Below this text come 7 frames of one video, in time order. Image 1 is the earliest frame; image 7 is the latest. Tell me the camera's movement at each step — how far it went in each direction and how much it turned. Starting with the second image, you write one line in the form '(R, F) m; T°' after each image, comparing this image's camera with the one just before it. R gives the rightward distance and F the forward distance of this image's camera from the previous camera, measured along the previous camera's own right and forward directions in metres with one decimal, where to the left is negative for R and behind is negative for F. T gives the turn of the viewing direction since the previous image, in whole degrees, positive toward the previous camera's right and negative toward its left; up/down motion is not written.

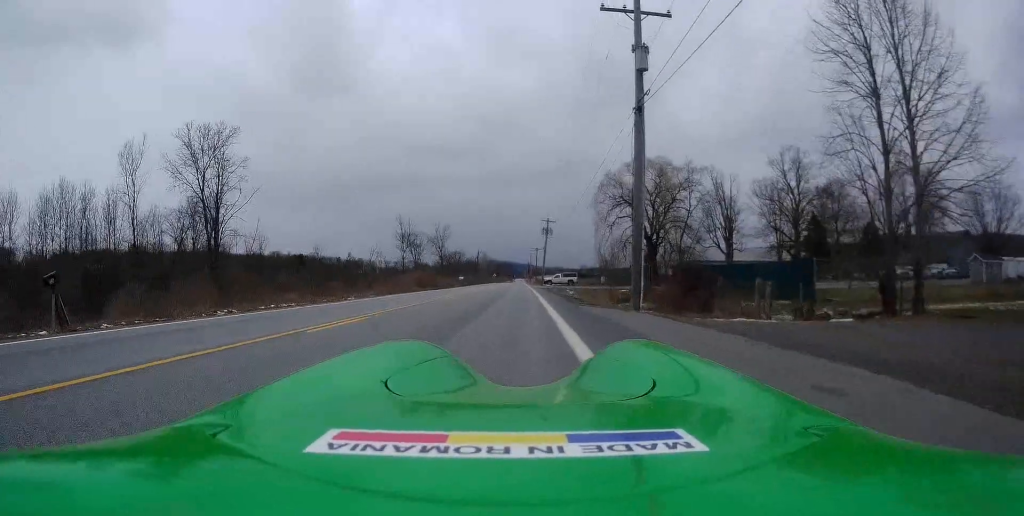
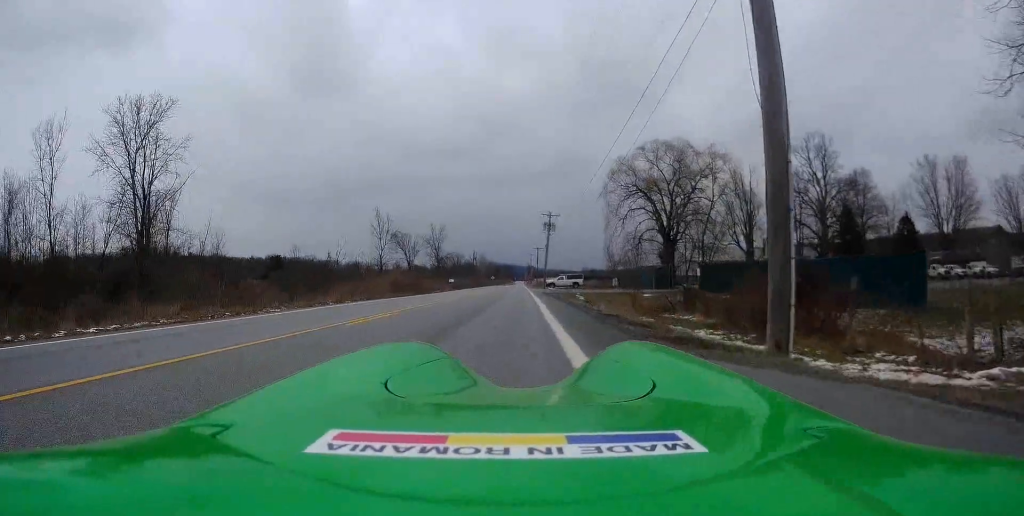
(-0.3, +10.4) m; -2°
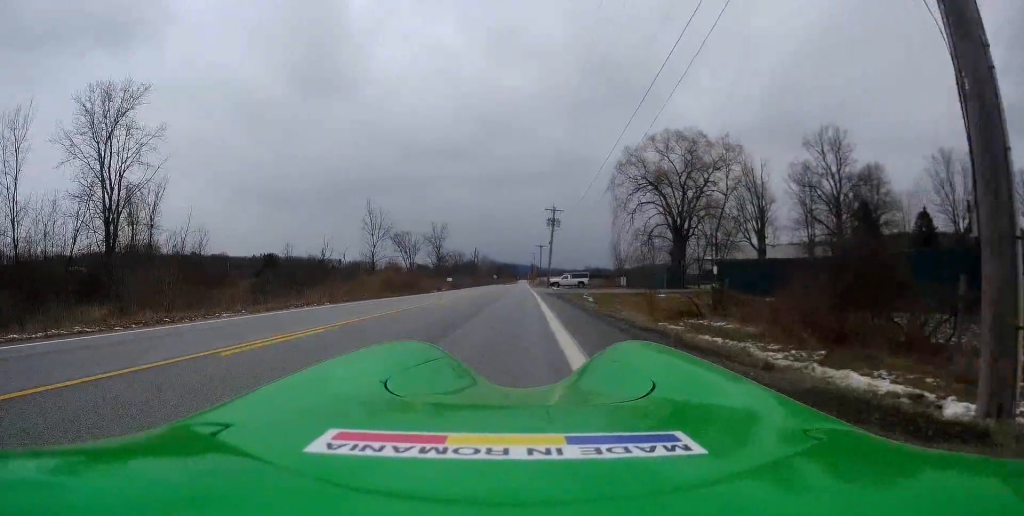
(0.0, +4.1) m; 0°
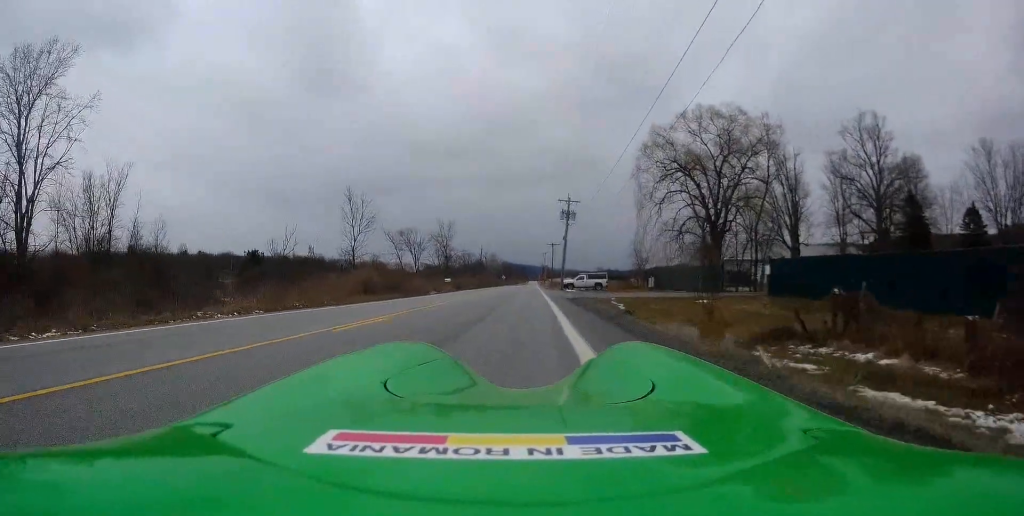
(0.0, +8.7) m; +1°
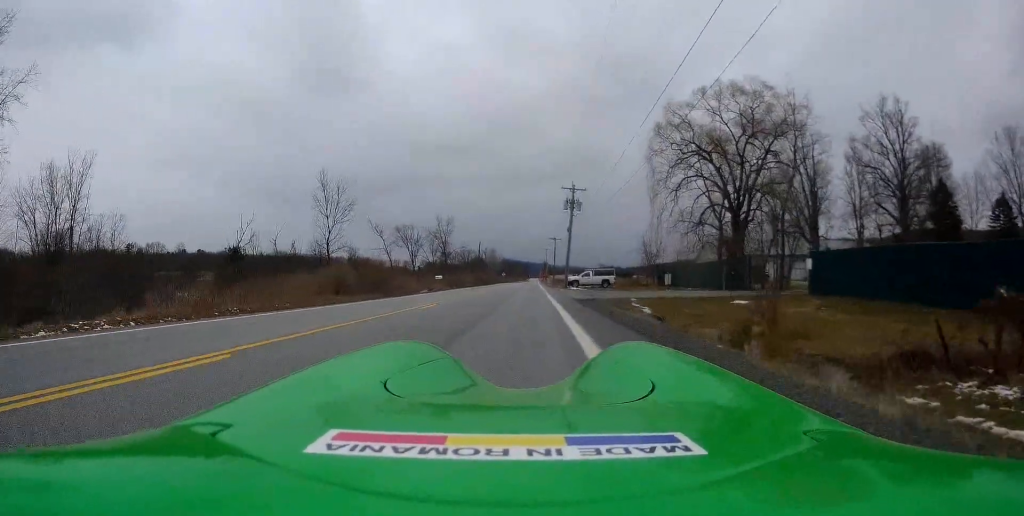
(-0.1, +6.3) m; +1°
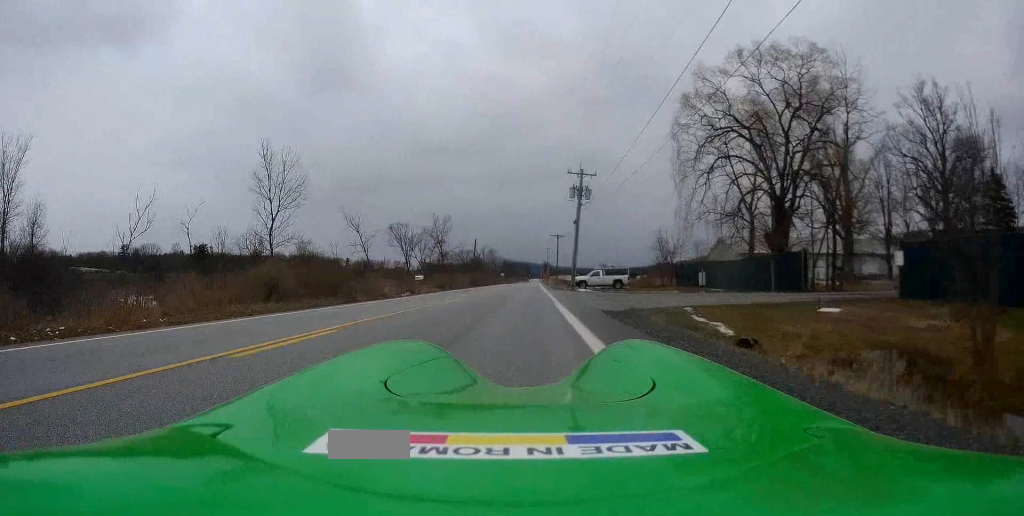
(+0.4, +8.8) m; -2°
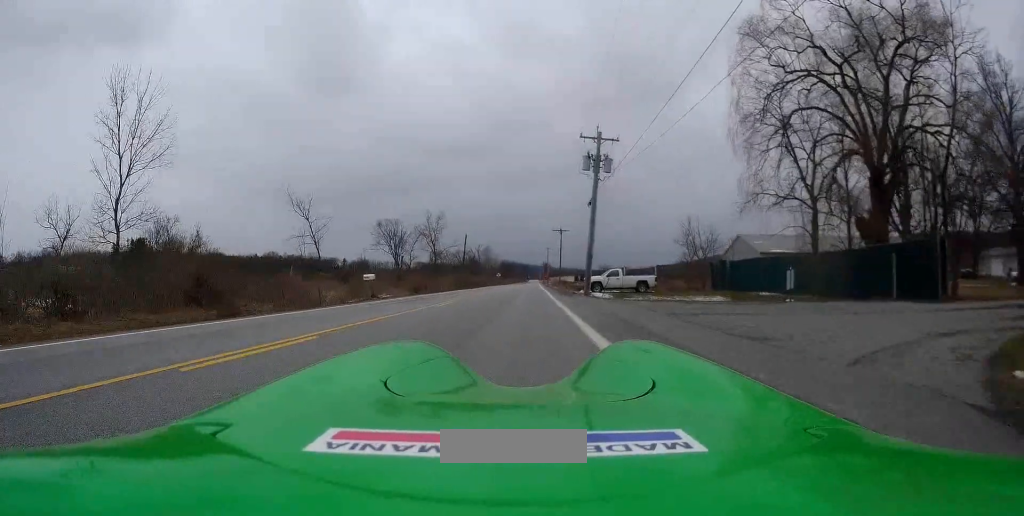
(-0.6, +13.1) m; 0°
